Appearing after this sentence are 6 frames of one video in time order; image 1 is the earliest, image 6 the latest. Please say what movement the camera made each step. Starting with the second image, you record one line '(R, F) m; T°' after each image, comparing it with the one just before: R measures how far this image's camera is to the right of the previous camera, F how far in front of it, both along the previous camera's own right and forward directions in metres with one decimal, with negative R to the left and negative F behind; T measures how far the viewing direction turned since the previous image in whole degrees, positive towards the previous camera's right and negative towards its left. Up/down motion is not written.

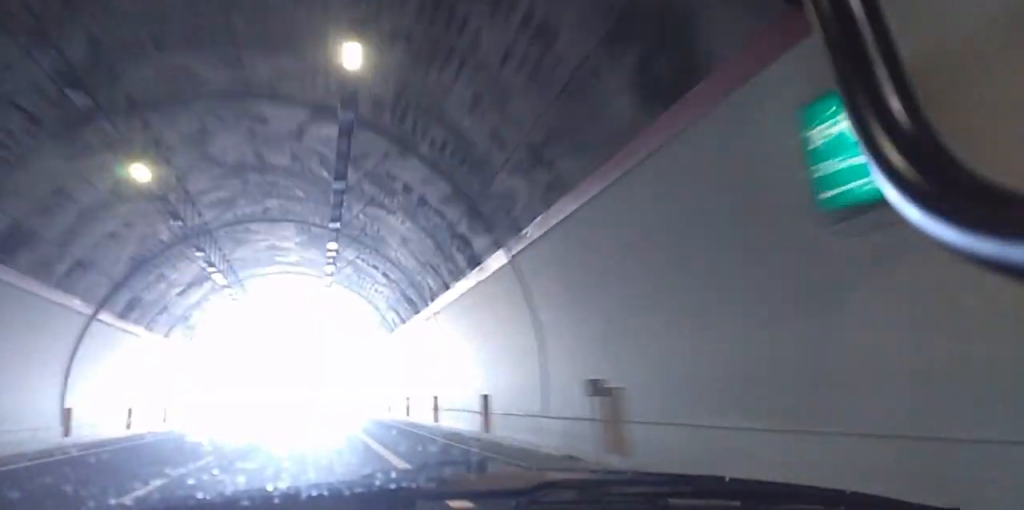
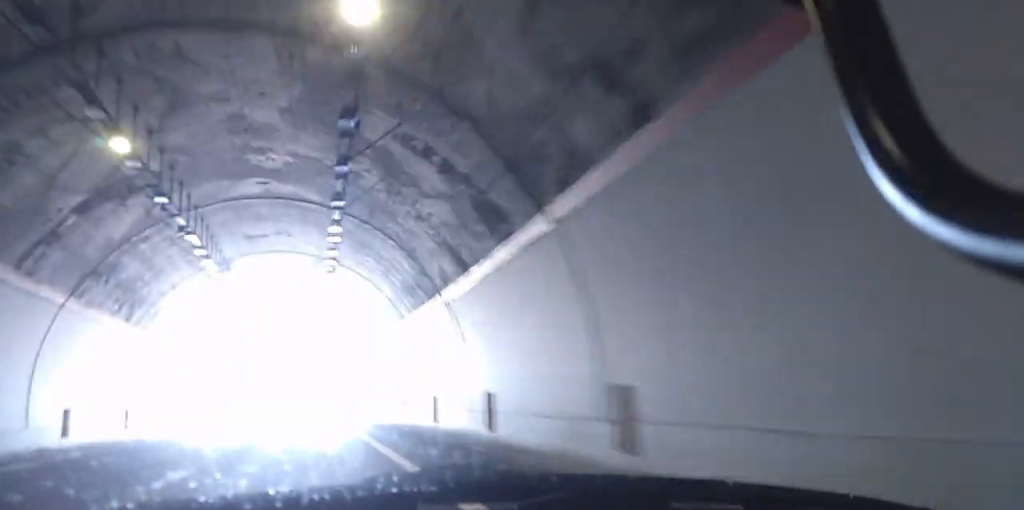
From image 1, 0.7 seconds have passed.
(0.0, +15.0) m; 0°
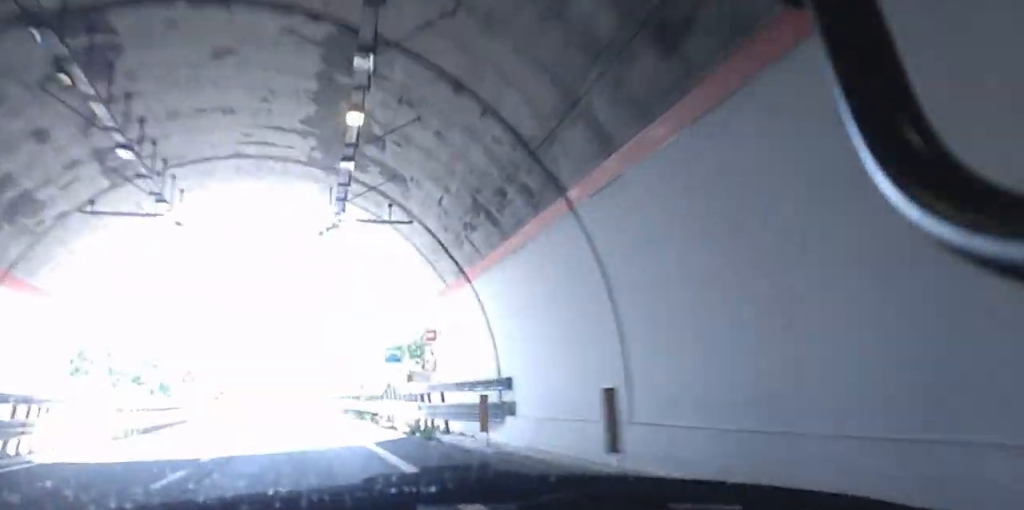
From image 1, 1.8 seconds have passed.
(0.0, +22.5) m; 0°
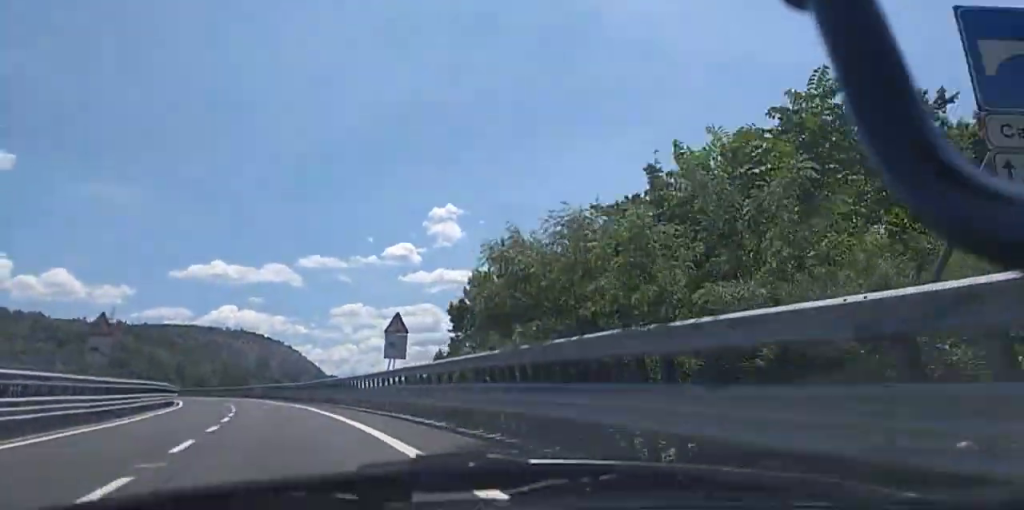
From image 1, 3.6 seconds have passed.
(0.0, +35.7) m; 0°
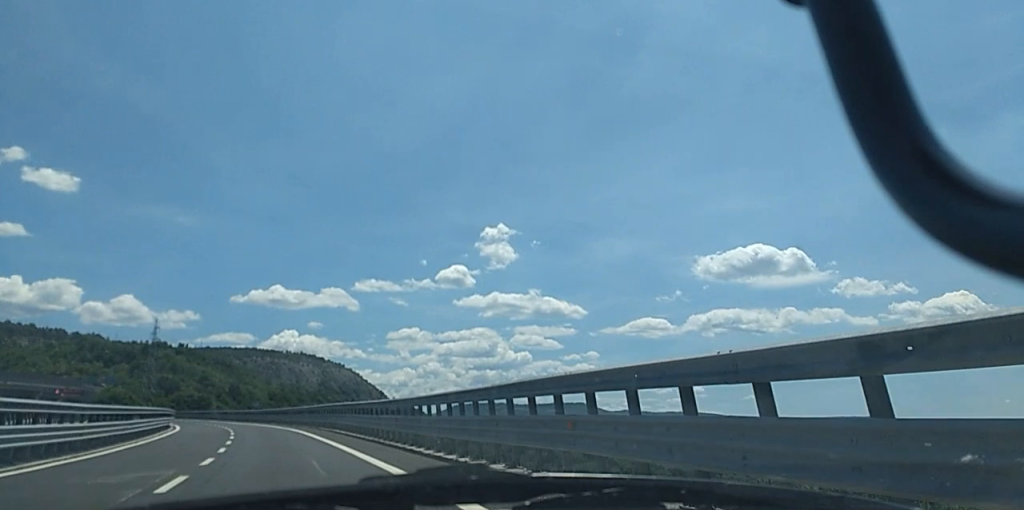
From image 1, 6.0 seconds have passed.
(-3.1, +45.6) m; -9°
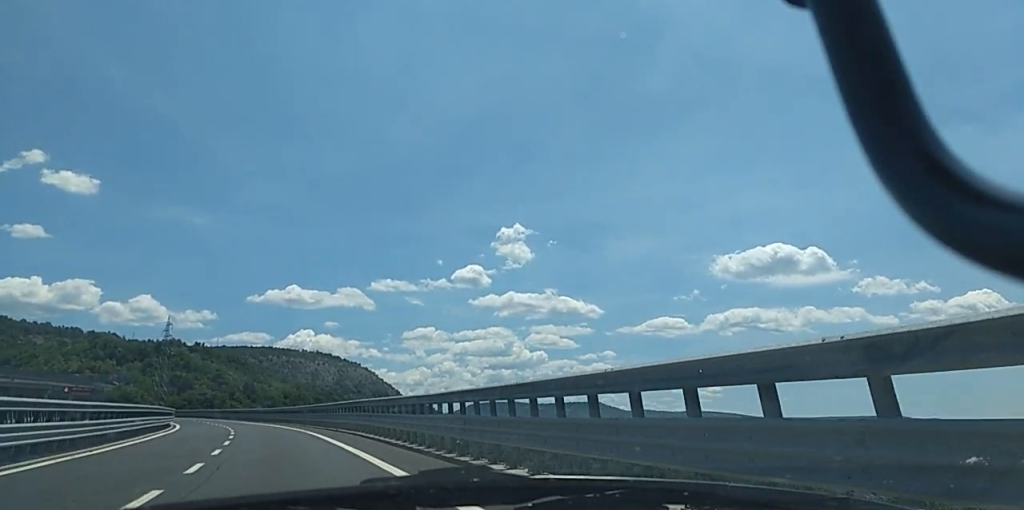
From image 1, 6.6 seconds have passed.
(-0.2, +10.4) m; -2°
